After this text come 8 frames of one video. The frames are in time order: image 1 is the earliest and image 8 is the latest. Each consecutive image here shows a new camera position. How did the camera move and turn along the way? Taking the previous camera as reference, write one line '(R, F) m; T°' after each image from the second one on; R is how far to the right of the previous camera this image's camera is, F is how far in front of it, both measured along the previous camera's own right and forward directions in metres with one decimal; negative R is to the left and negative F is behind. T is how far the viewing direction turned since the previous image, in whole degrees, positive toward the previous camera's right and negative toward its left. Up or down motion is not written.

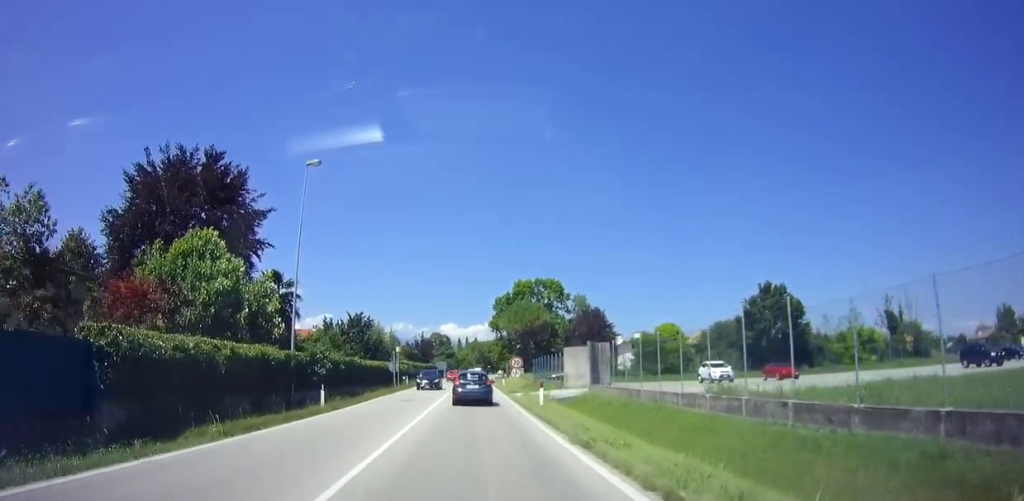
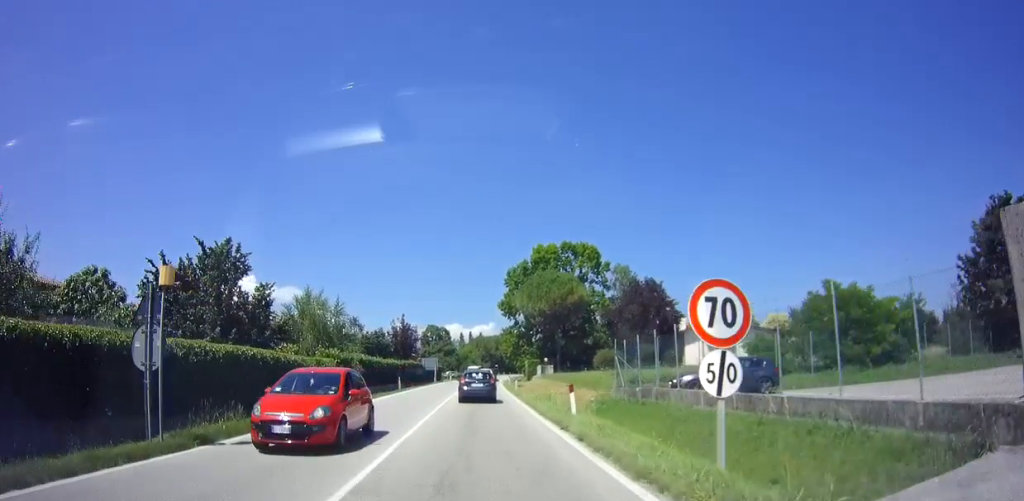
(0.0, +32.6) m; 0°
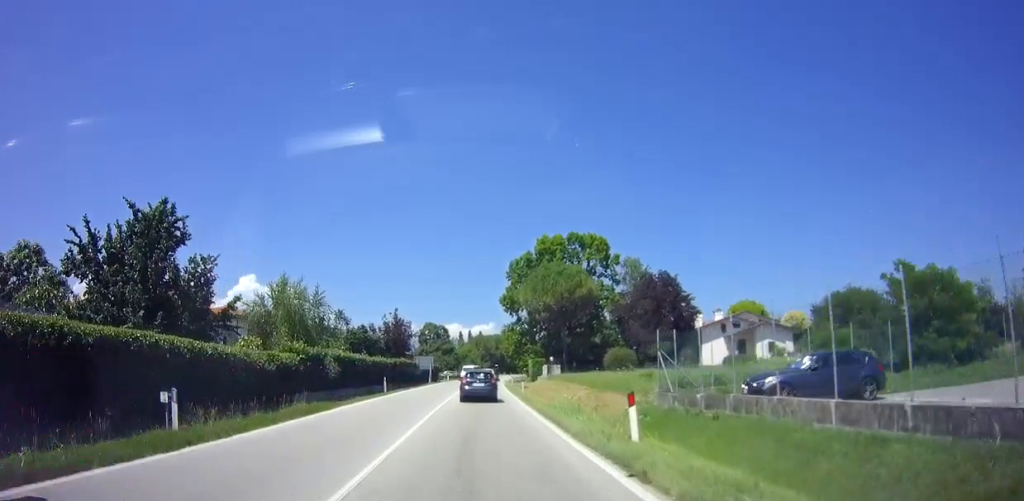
(0.0, +6.0) m; 0°
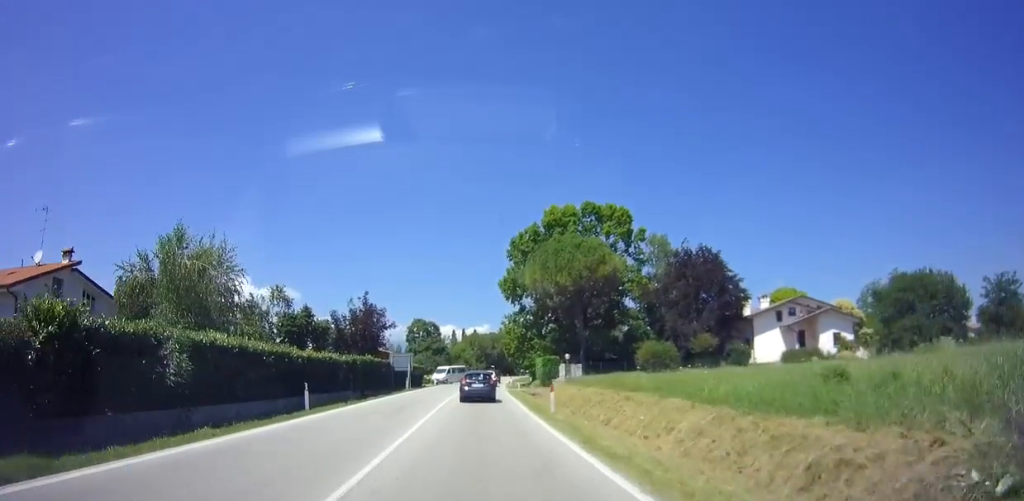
(+0.1, +15.3) m; +1°
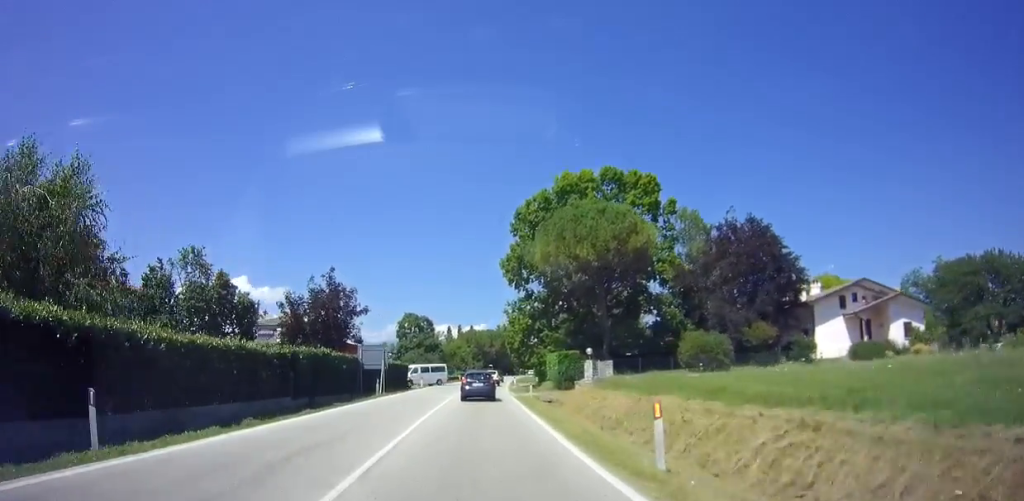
(0.0, +11.3) m; 0°
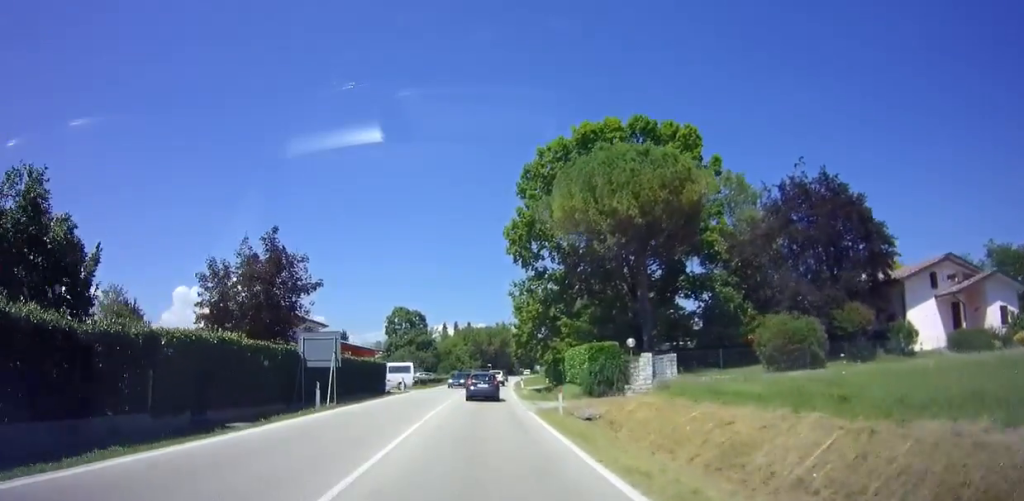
(0.0, +11.5) m; 0°
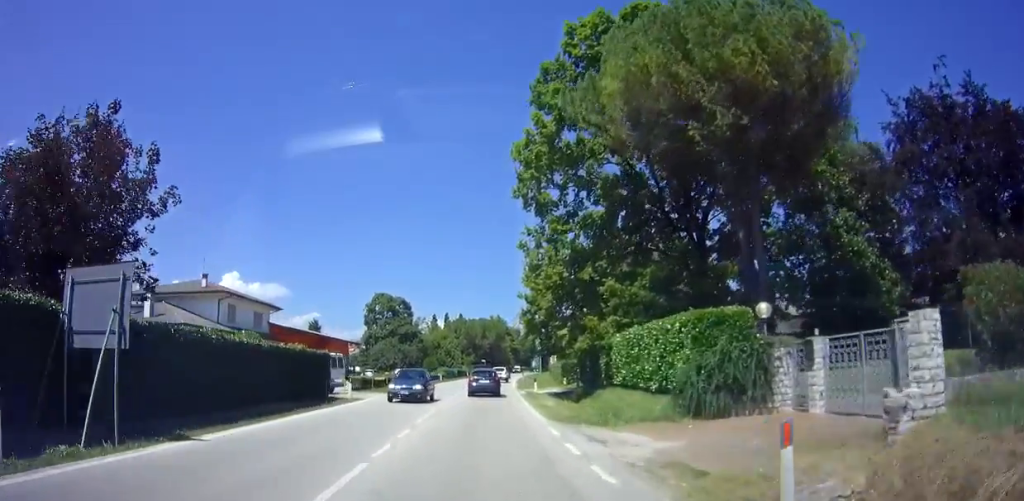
(+0.1, +14.4) m; +1°
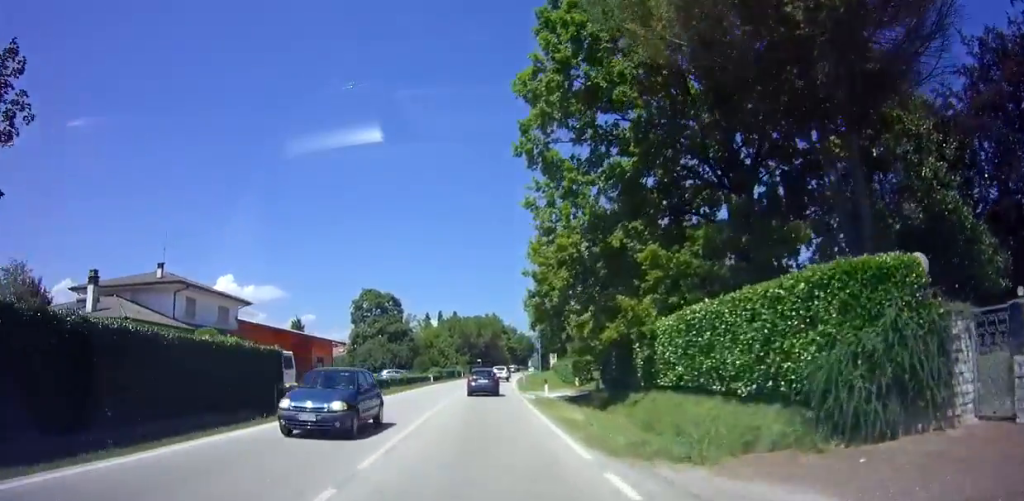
(-0.1, +6.7) m; 0°
